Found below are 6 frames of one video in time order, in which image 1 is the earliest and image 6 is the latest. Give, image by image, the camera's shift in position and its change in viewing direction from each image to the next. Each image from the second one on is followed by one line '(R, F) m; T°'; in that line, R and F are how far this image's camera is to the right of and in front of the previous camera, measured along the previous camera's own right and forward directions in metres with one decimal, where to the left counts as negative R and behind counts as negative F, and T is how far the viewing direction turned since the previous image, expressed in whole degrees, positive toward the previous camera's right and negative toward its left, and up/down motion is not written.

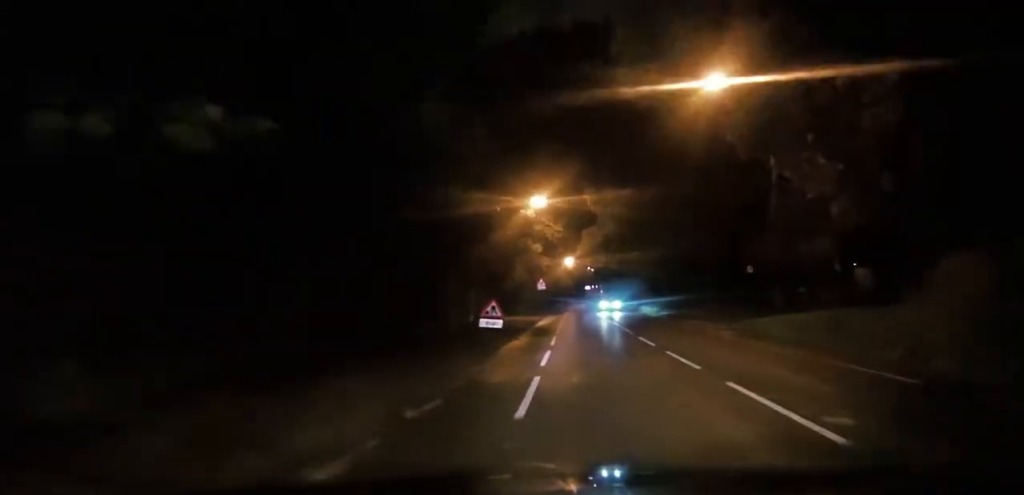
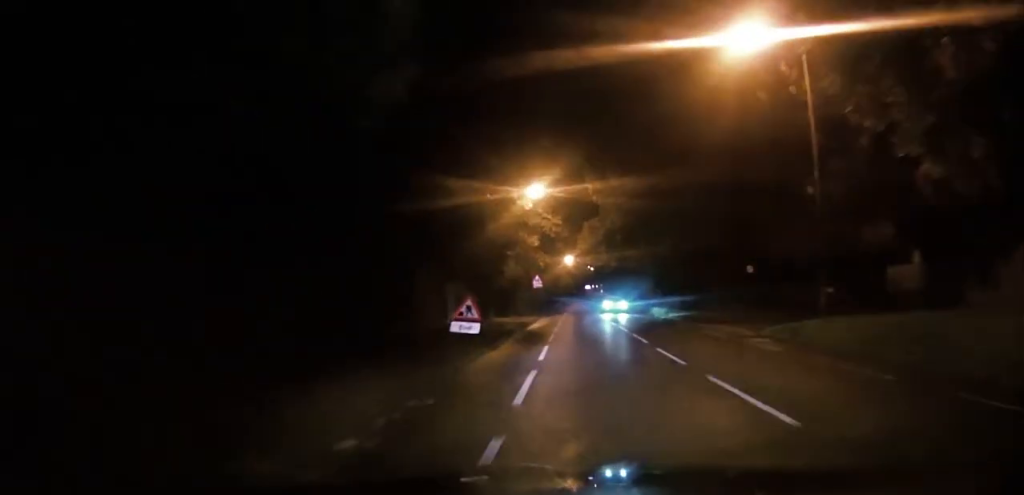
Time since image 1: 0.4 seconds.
(-0.2, +5.4) m; 0°
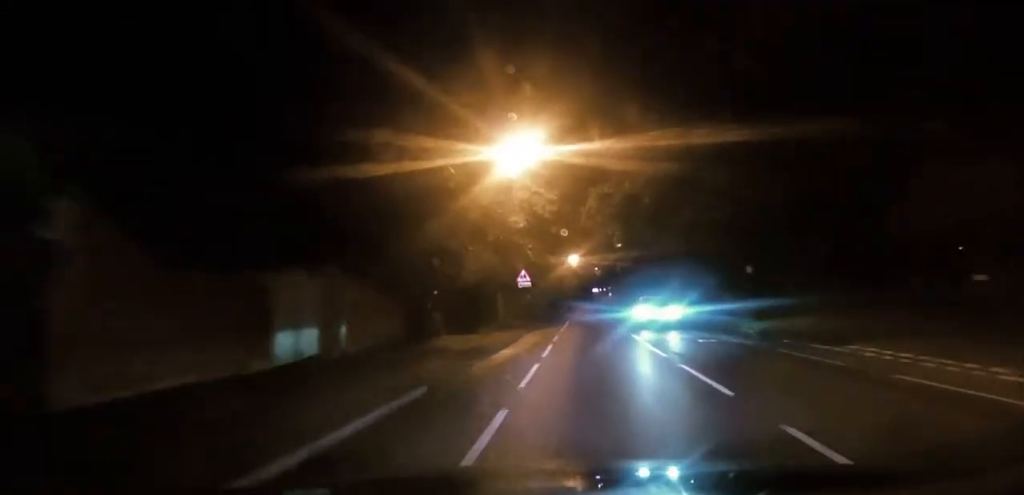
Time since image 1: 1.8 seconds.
(+0.3, +16.4) m; +1°
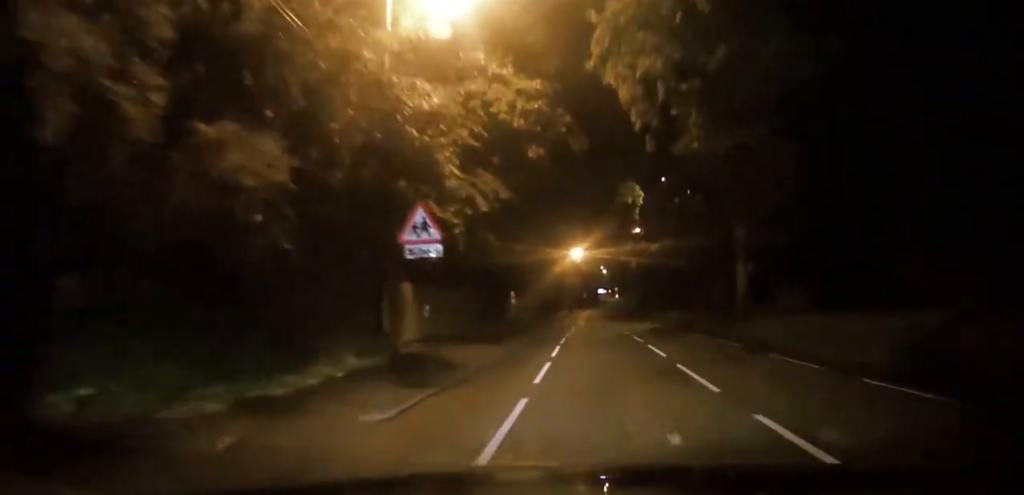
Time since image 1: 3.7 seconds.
(+0.1, +23.6) m; +1°
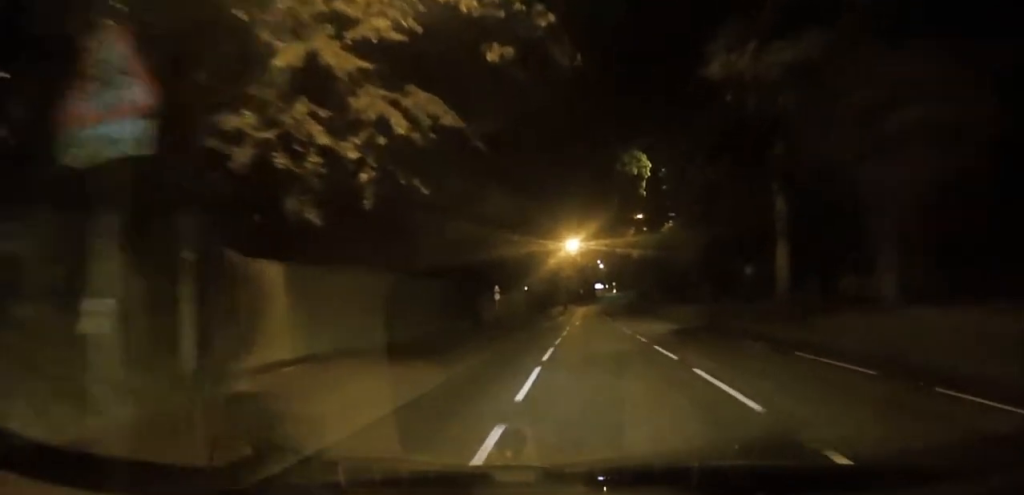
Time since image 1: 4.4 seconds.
(+0.1, +8.6) m; 0°
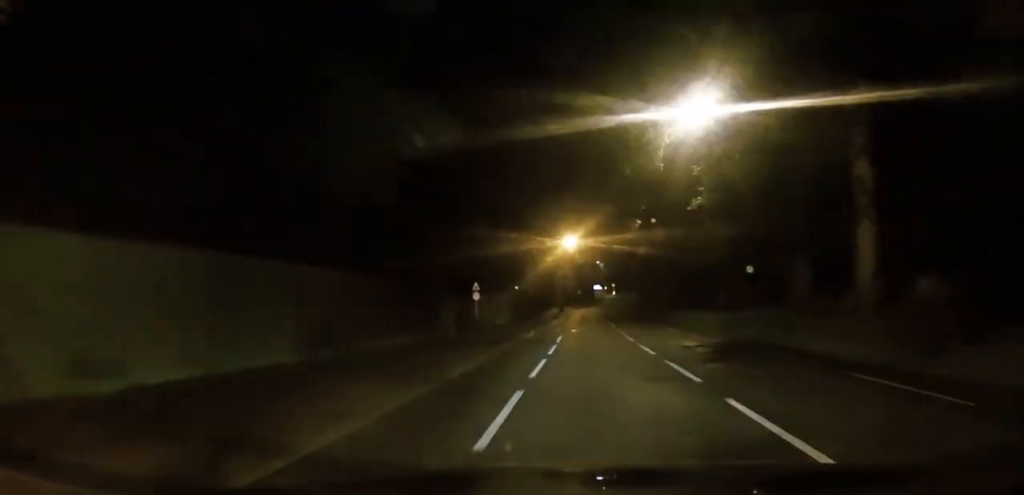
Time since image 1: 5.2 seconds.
(-0.1, +9.0) m; -1°
